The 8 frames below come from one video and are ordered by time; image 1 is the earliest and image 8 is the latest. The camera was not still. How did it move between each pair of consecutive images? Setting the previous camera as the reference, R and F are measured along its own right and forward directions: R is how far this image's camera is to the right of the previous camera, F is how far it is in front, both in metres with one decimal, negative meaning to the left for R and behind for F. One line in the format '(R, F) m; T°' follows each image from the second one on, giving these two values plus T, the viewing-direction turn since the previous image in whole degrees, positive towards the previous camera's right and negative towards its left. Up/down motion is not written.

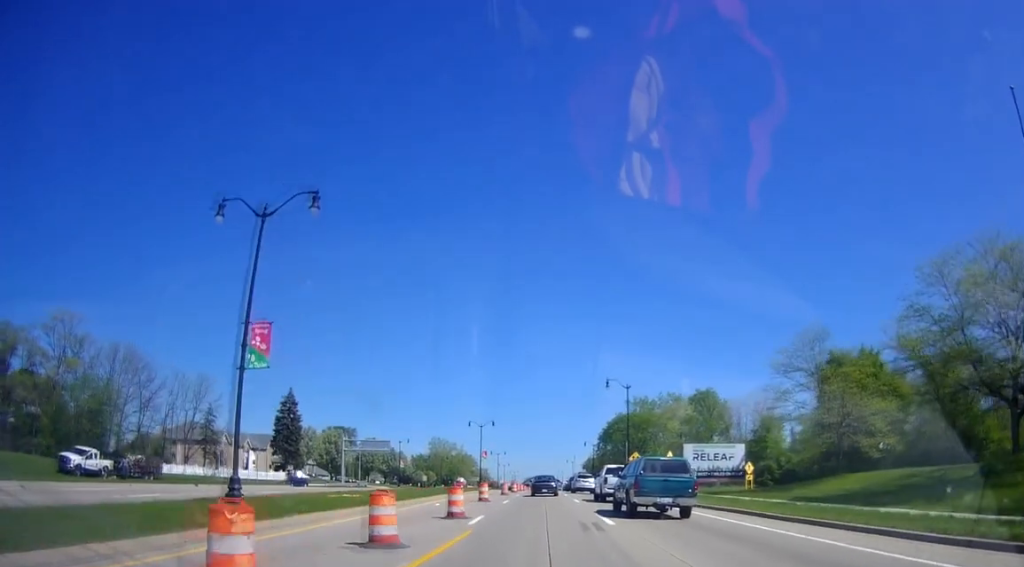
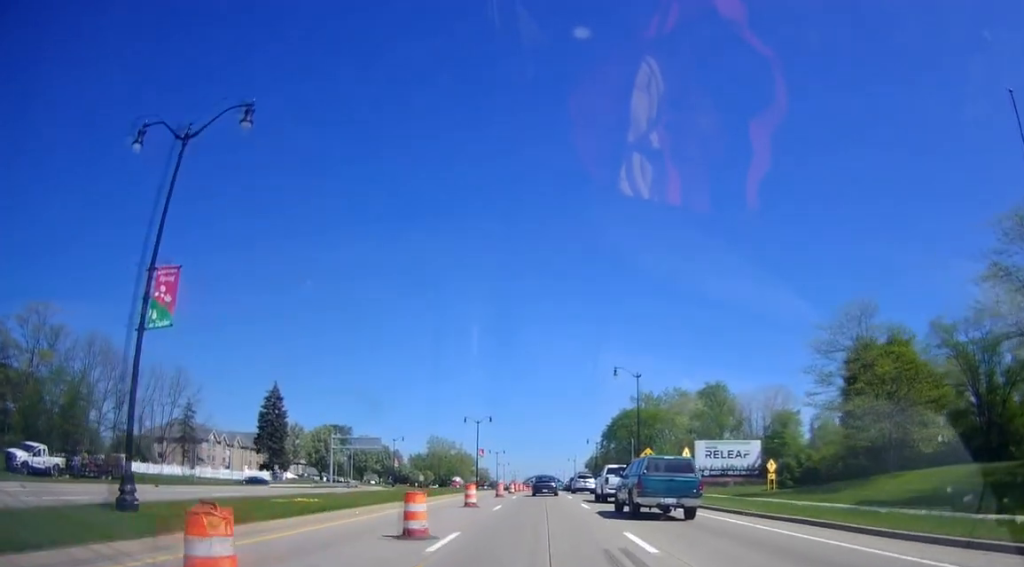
(+0.1, +6.1) m; +1°
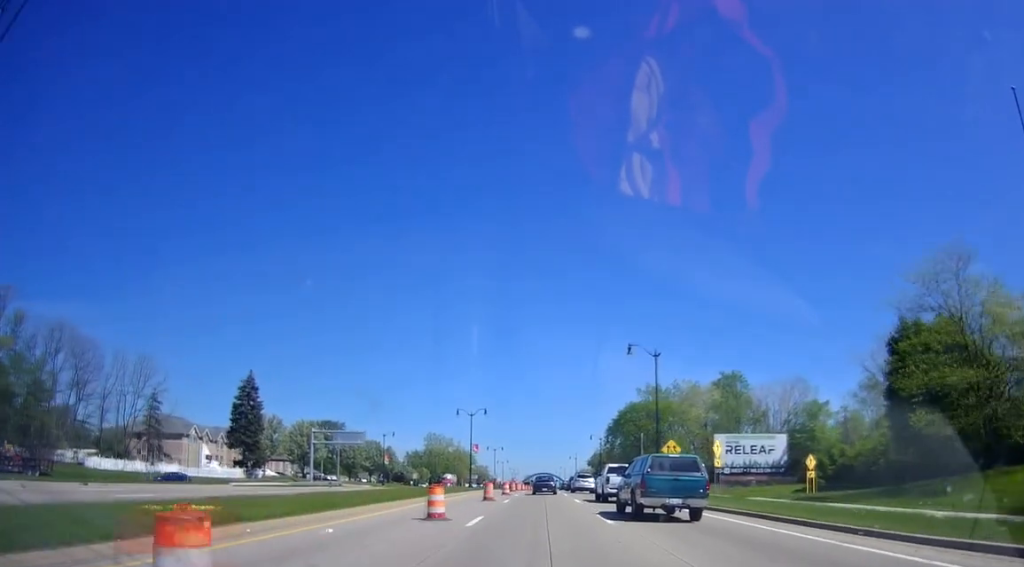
(0.0, +8.8) m; 0°
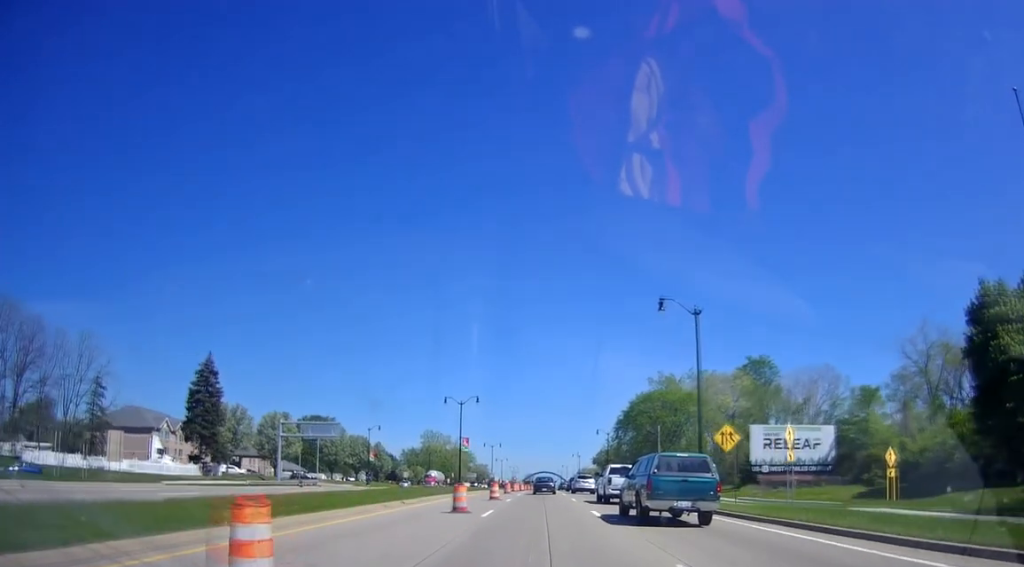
(0.0, +12.0) m; 0°
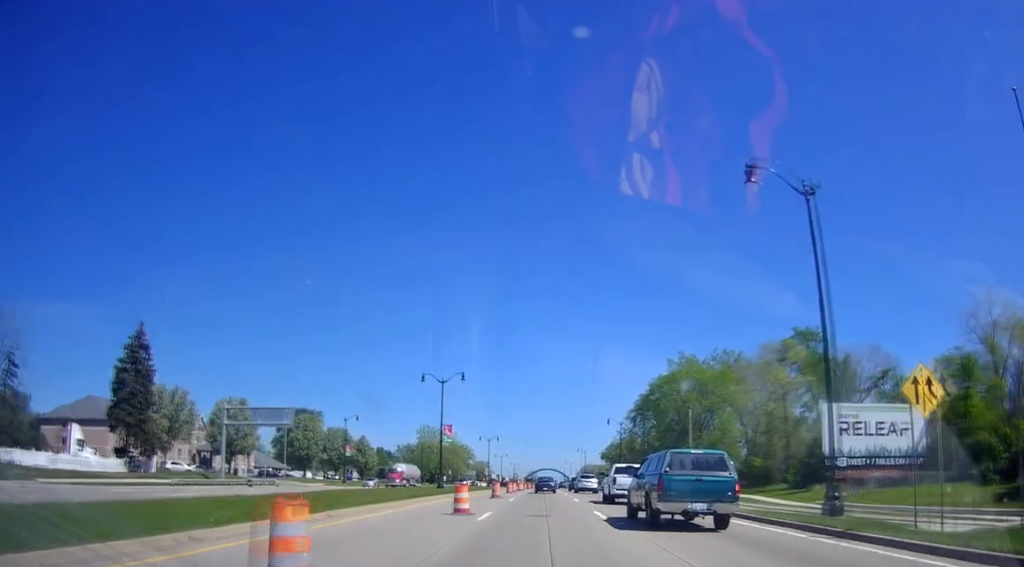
(-0.1, +15.5) m; -1°
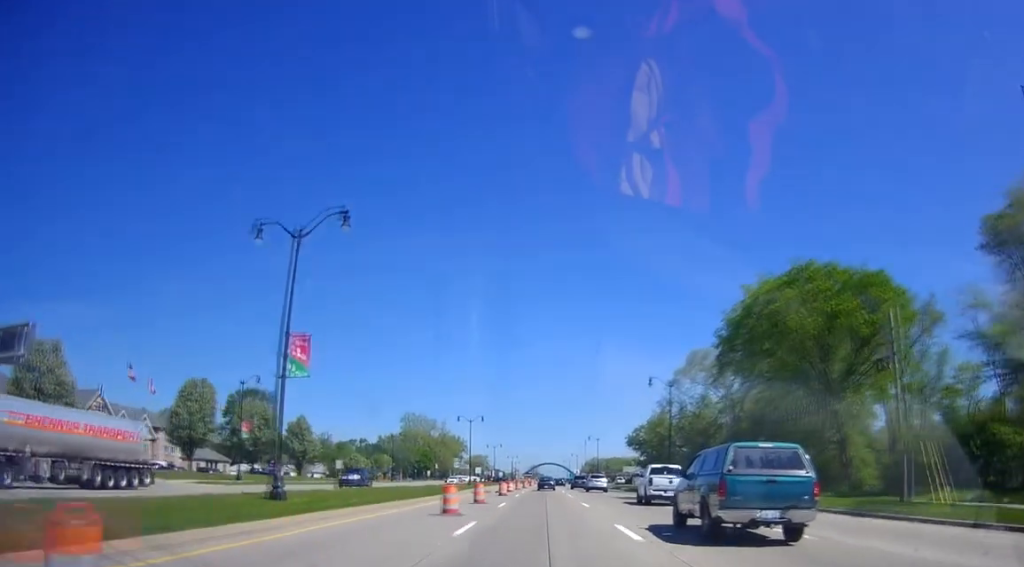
(-0.2, +37.6) m; -1°
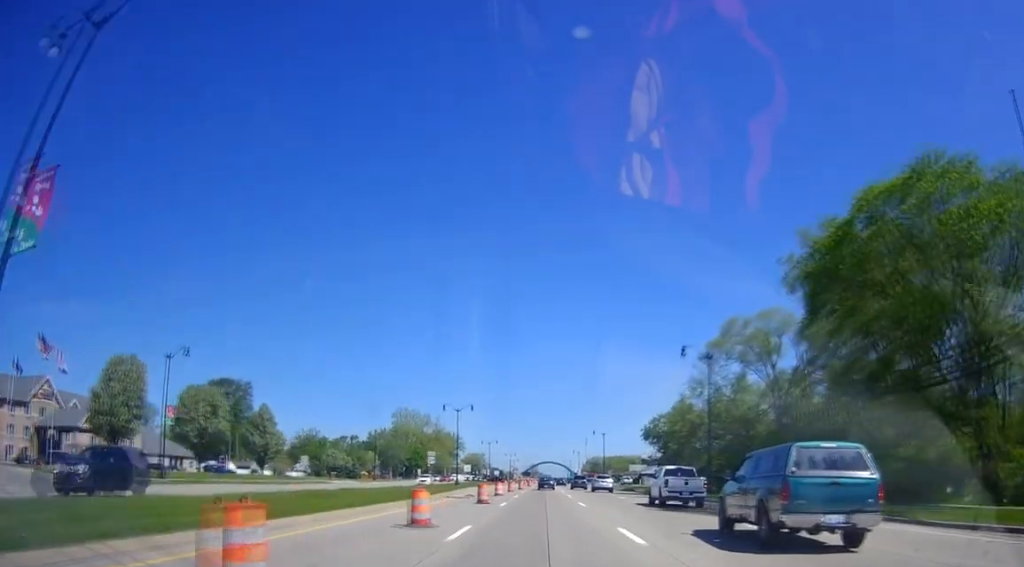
(-0.1, +14.9) m; 0°
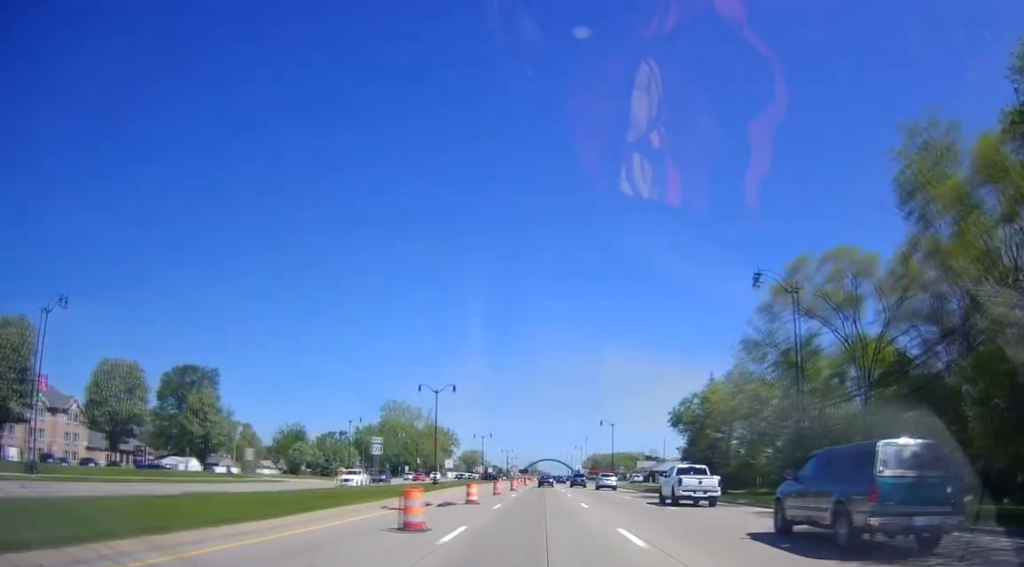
(+0.2, +17.1) m; +1°
